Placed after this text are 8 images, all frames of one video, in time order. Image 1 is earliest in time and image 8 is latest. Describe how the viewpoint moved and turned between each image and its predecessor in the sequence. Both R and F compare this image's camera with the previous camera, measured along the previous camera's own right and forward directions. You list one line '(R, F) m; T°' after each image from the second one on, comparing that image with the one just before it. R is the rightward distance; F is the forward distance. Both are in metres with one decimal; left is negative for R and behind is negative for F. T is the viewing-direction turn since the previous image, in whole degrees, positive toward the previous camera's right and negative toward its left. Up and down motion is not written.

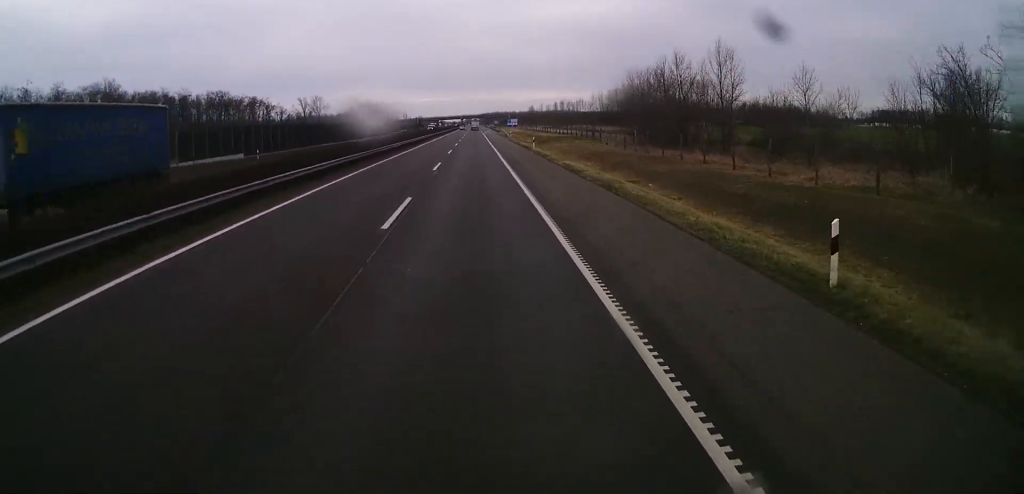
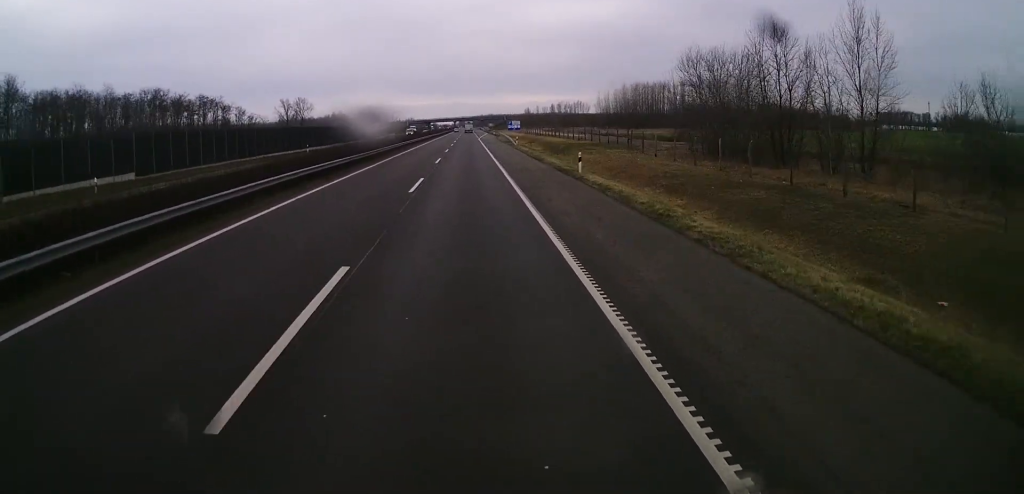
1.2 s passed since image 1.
(+0.4, +27.7) m; 0°
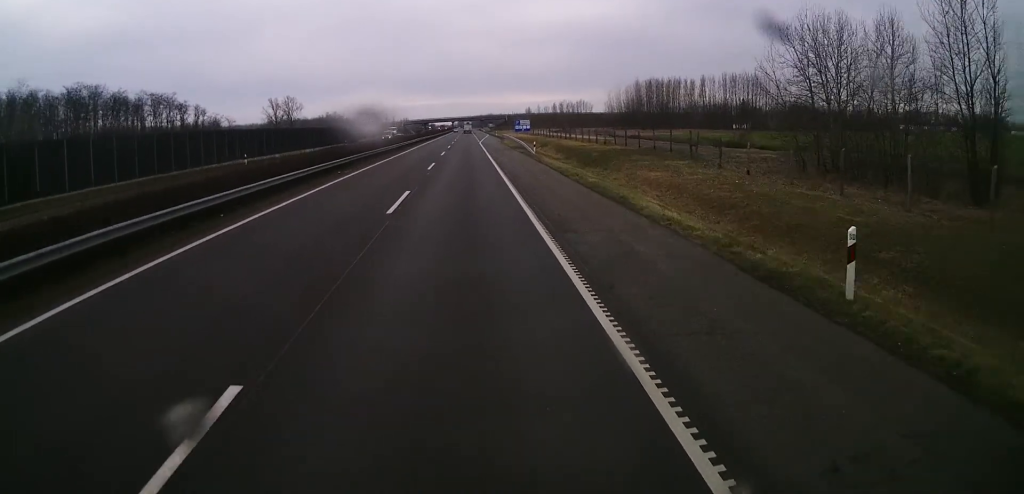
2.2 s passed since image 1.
(-0.3, +23.2) m; 0°
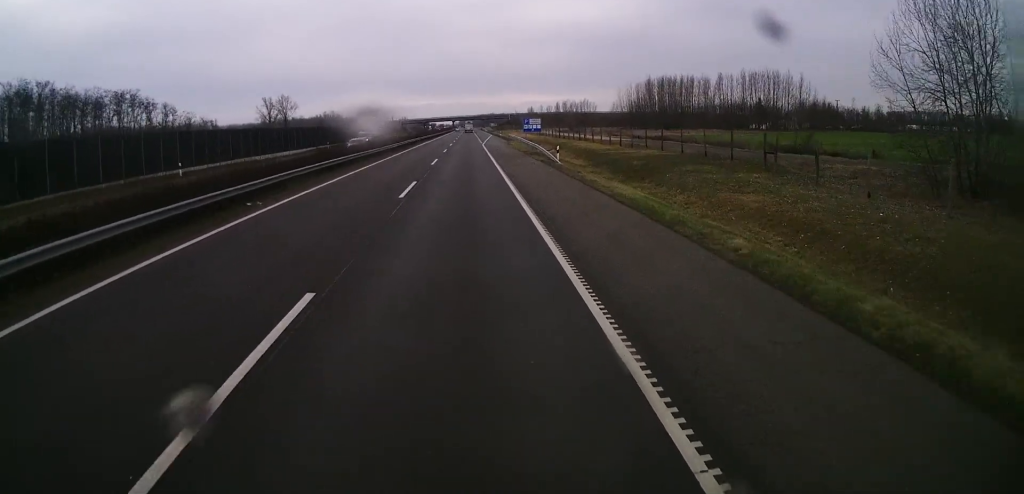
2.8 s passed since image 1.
(+0.2, +14.7) m; 0°
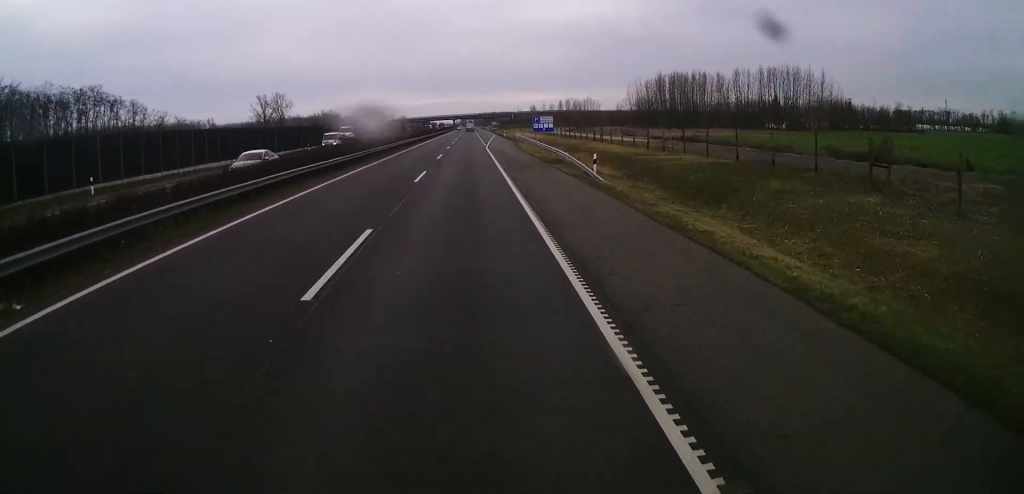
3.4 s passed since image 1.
(+0.1, +12.4) m; 0°
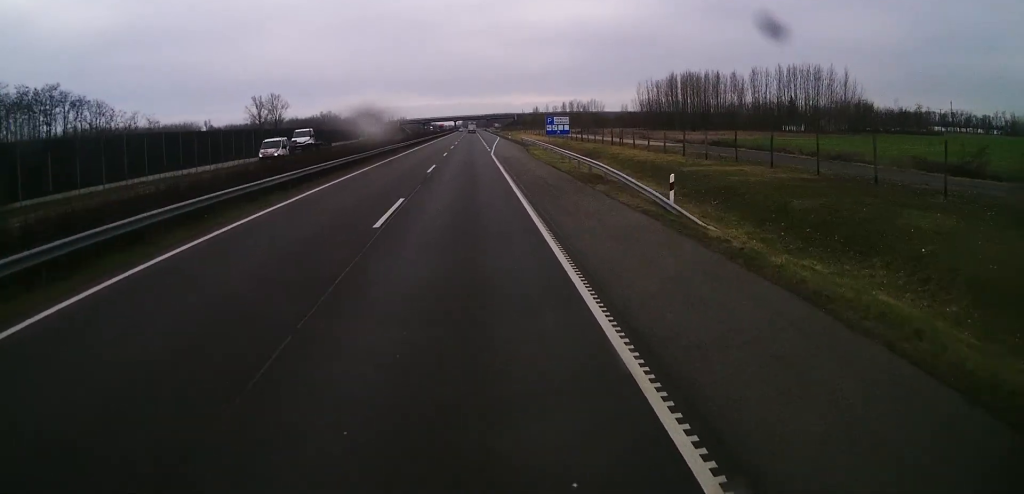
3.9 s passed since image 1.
(-0.2, +11.5) m; 0°
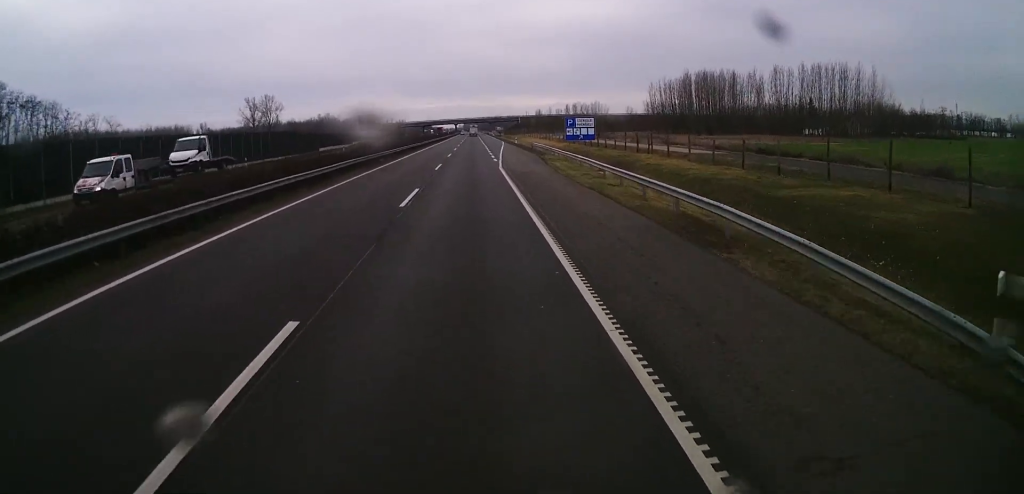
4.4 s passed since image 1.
(-0.1, +13.1) m; 0°
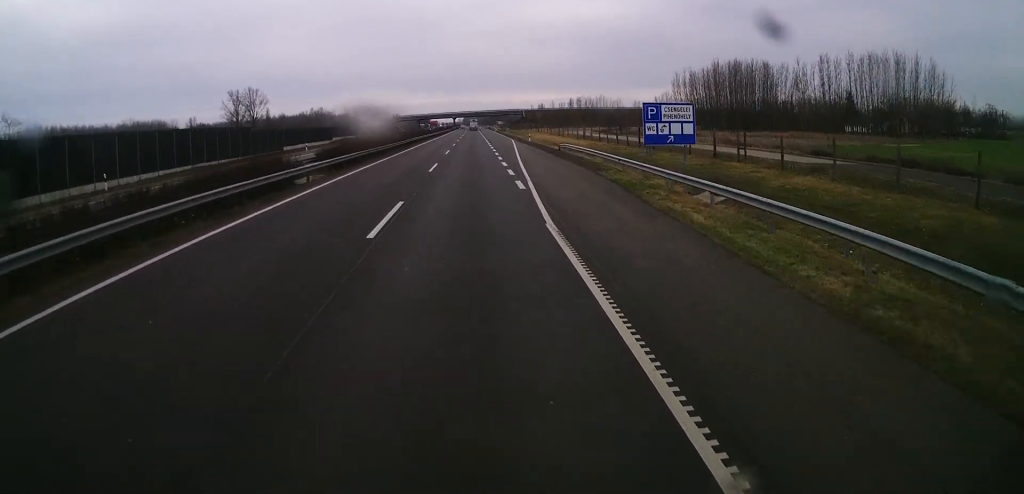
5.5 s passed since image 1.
(+0.4, +24.7) m; 0°
